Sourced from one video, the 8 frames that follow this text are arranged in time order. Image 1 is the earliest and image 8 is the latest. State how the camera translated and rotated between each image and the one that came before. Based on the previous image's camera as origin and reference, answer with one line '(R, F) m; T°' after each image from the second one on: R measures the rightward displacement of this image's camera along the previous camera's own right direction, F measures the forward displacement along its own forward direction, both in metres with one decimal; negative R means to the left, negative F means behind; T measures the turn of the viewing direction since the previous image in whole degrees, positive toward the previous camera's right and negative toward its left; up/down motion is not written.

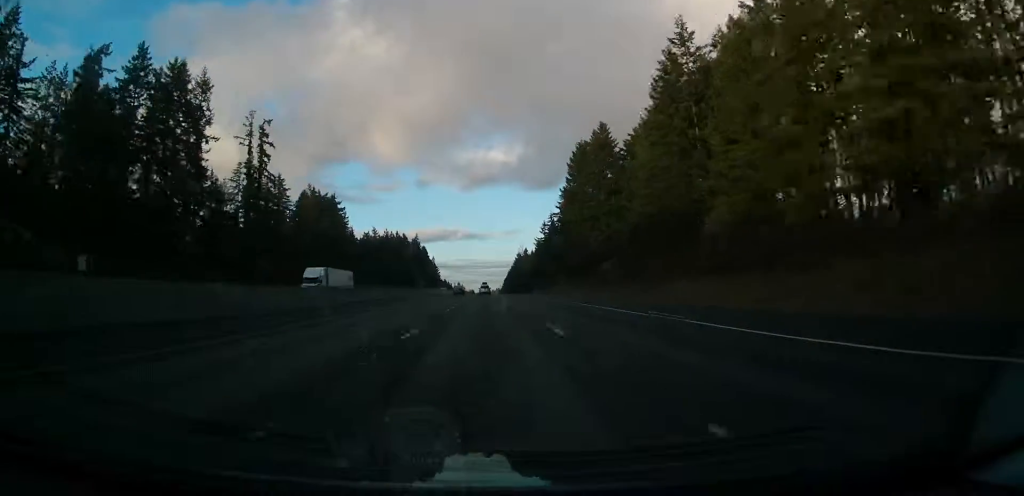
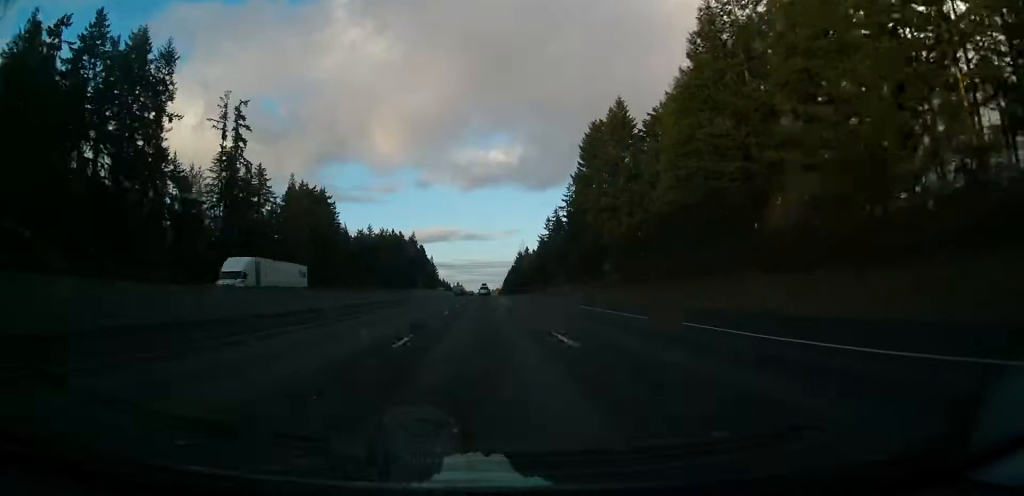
(-0.1, +14.1) m; 0°
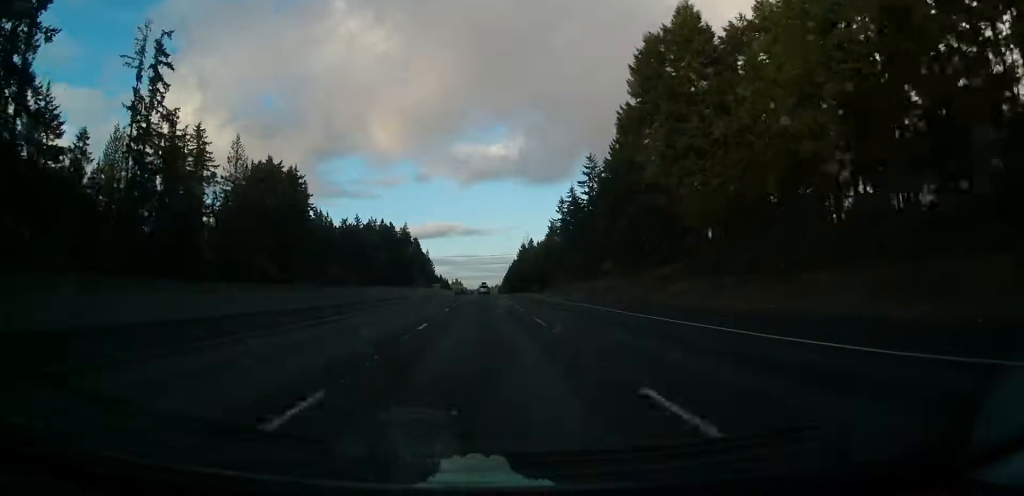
(+0.1, +33.5) m; 0°
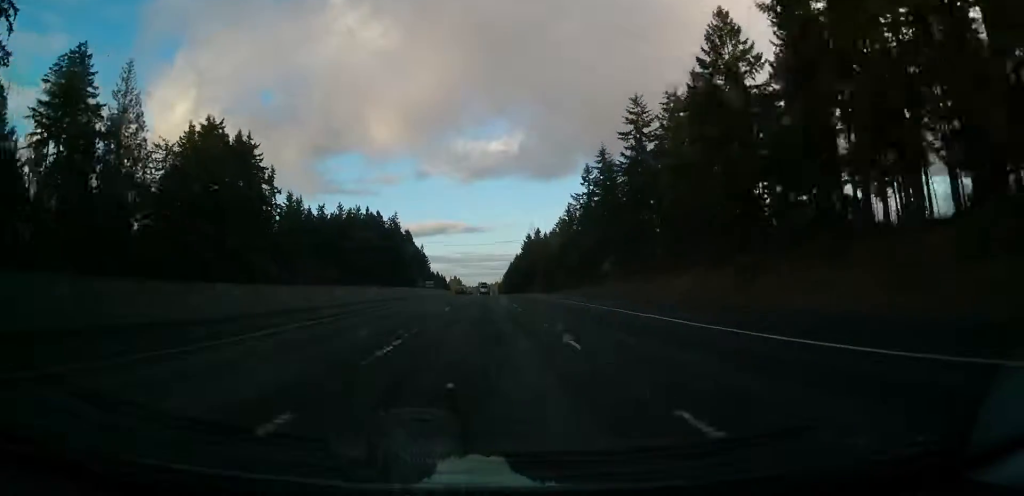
(0.0, +38.3) m; 0°
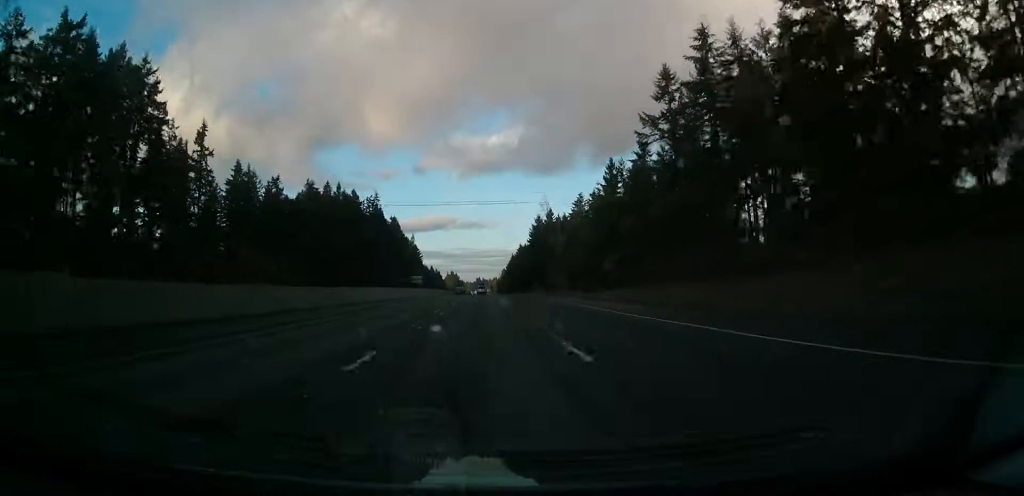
(0.0, +50.9) m; 0°
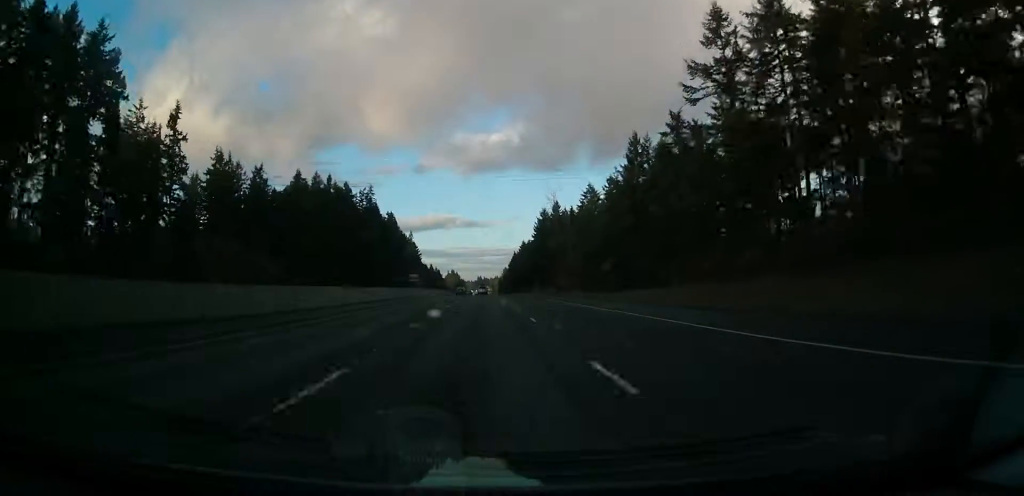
(0.0, +14.8) m; 0°
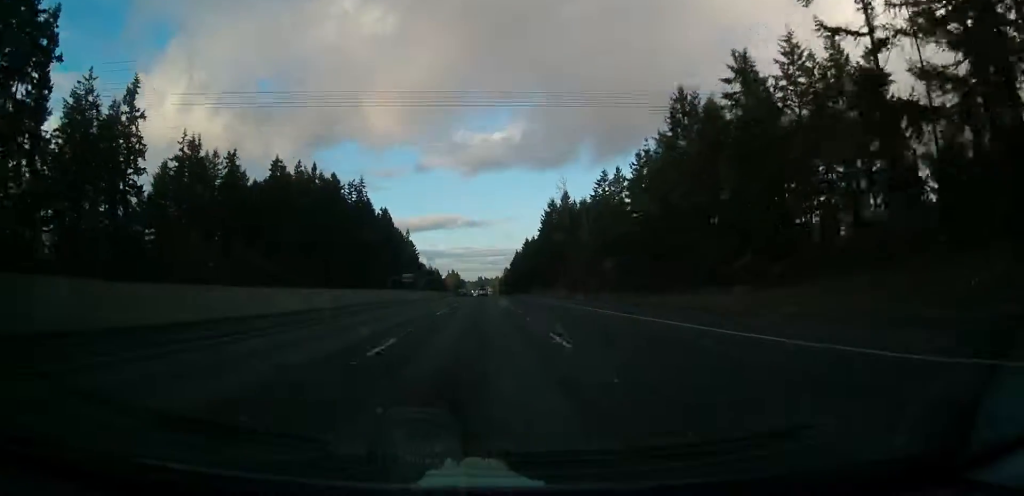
(0.0, +19.1) m; 0°
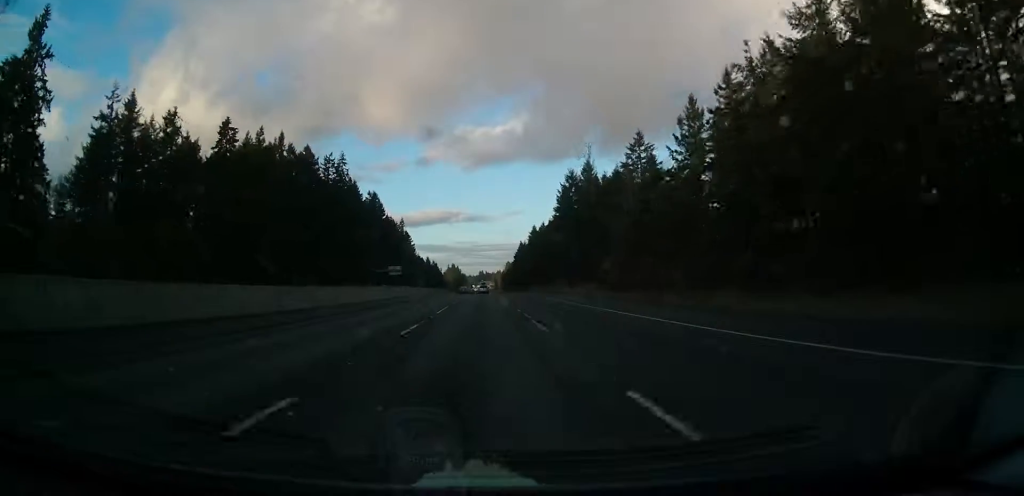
(0.0, +31.8) m; 0°
